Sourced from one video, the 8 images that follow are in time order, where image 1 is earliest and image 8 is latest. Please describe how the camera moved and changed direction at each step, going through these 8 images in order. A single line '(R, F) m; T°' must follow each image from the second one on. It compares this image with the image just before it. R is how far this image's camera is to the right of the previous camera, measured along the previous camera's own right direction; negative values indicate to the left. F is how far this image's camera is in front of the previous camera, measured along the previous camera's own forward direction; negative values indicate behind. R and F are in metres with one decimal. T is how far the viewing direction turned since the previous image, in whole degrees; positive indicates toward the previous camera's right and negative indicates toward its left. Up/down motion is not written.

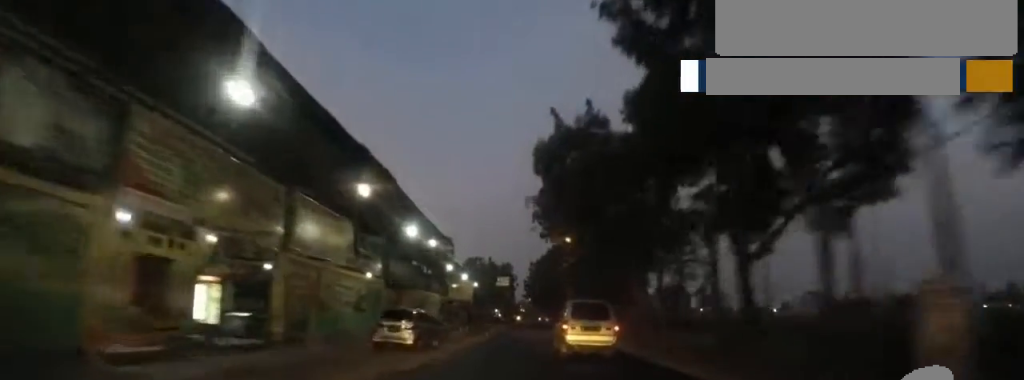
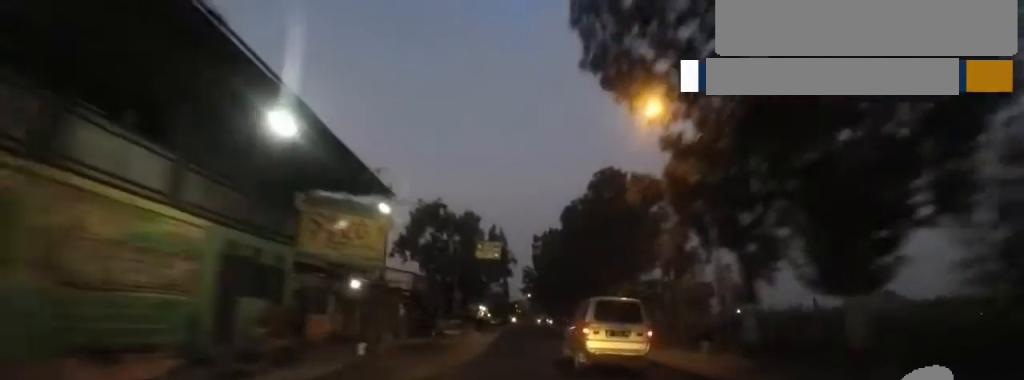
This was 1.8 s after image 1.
(+0.1, +30.0) m; 0°
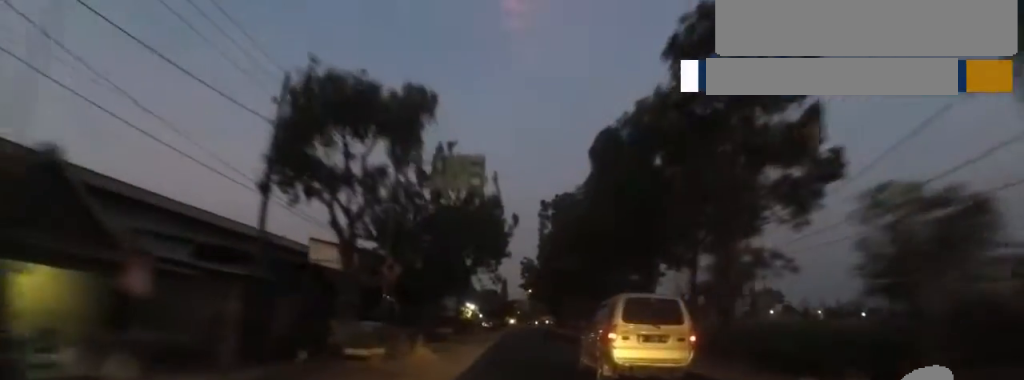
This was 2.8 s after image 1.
(-0.2, +17.9) m; 0°
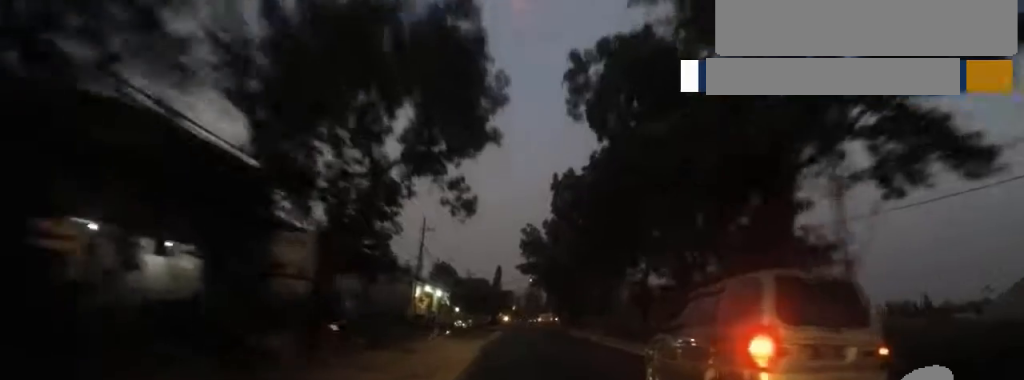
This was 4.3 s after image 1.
(+0.3, +23.1) m; +1°
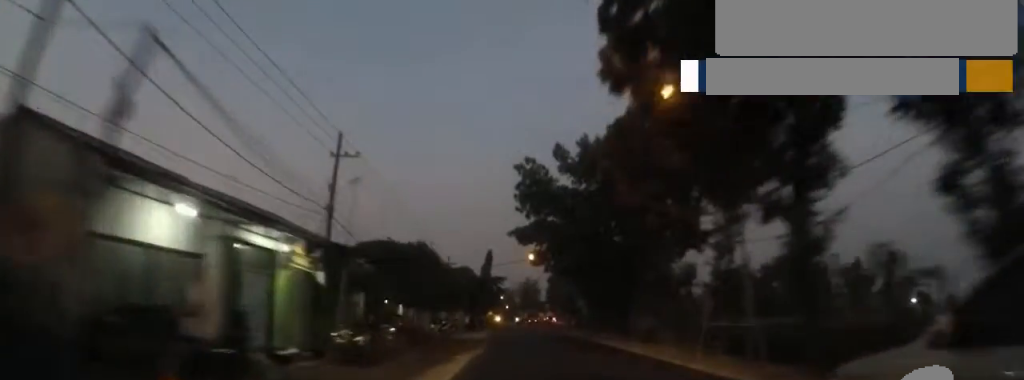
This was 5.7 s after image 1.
(+0.1, +22.2) m; +1°
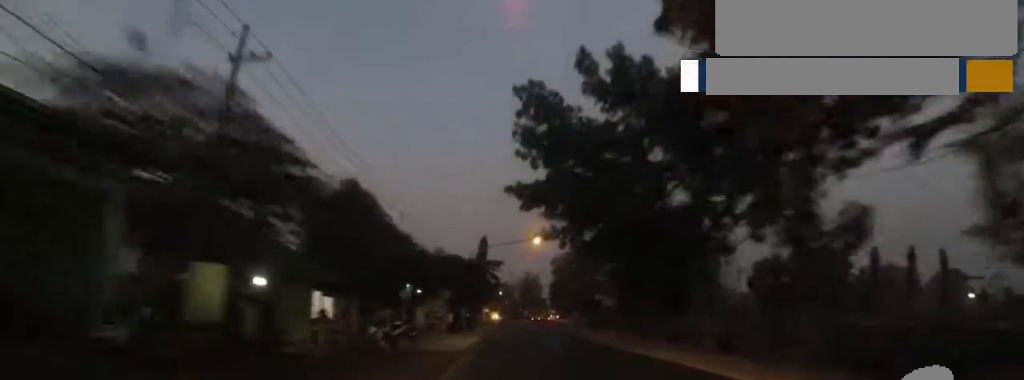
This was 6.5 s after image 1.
(+0.3, +9.8) m; -4°
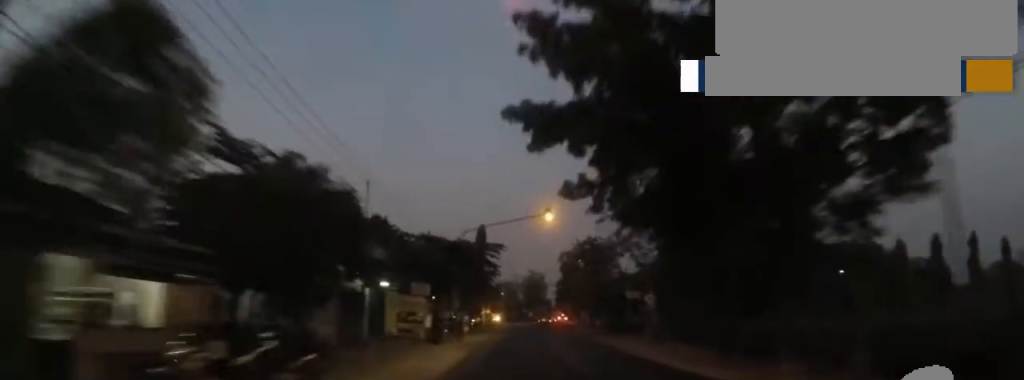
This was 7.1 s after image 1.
(-0.7, +8.1) m; 0°
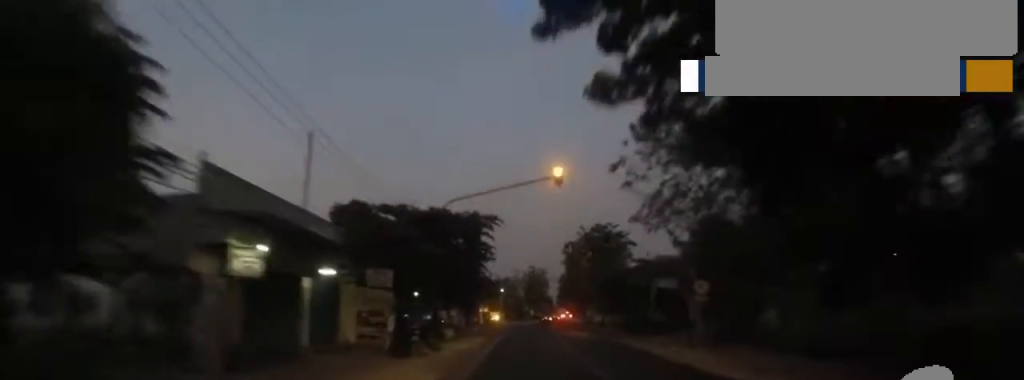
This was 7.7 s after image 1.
(-0.7, +6.2) m; +1°
